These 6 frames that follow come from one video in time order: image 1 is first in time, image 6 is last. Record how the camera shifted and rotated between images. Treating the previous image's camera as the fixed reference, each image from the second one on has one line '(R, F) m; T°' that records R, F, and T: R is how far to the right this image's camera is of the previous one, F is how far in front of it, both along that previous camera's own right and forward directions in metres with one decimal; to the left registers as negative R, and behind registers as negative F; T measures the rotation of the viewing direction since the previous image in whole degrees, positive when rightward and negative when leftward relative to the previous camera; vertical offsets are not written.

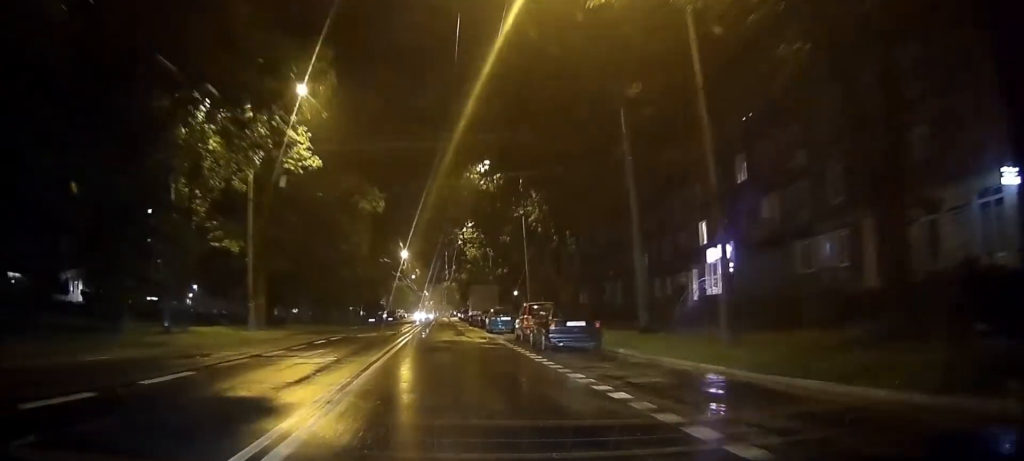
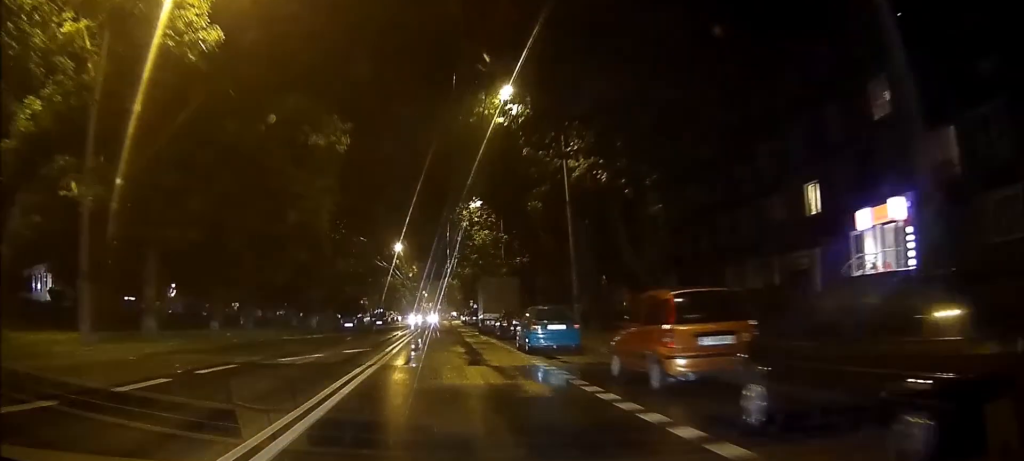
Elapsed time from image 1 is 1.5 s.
(+0.6, +17.5) m; +2°
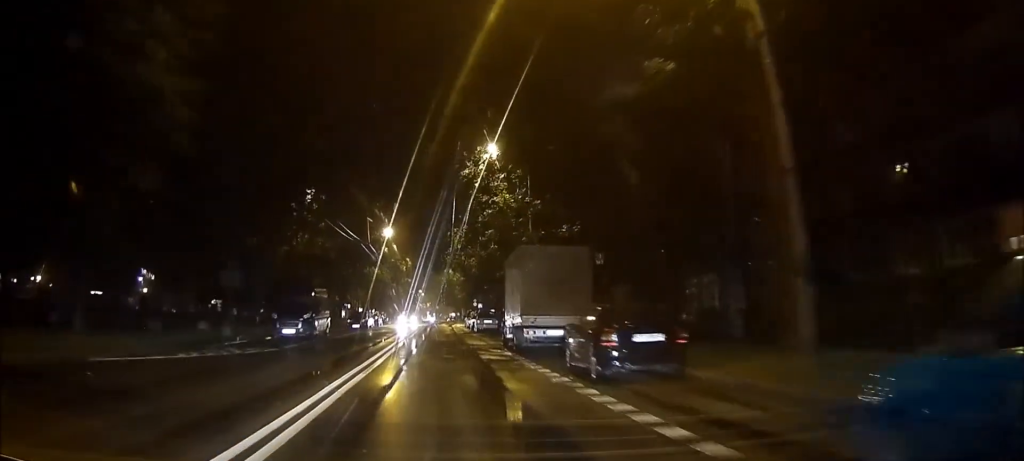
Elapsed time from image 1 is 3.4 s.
(-0.1, +20.6) m; +1°
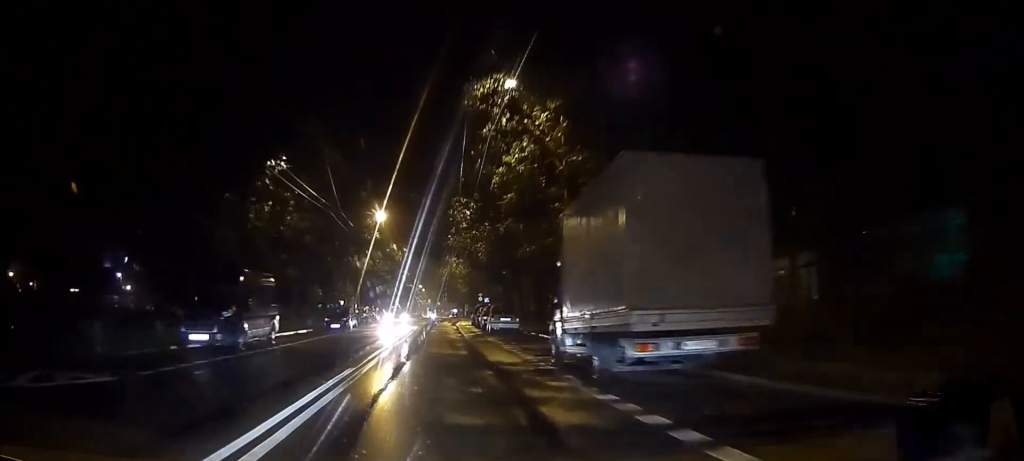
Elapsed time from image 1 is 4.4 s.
(+0.2, +11.9) m; +2°
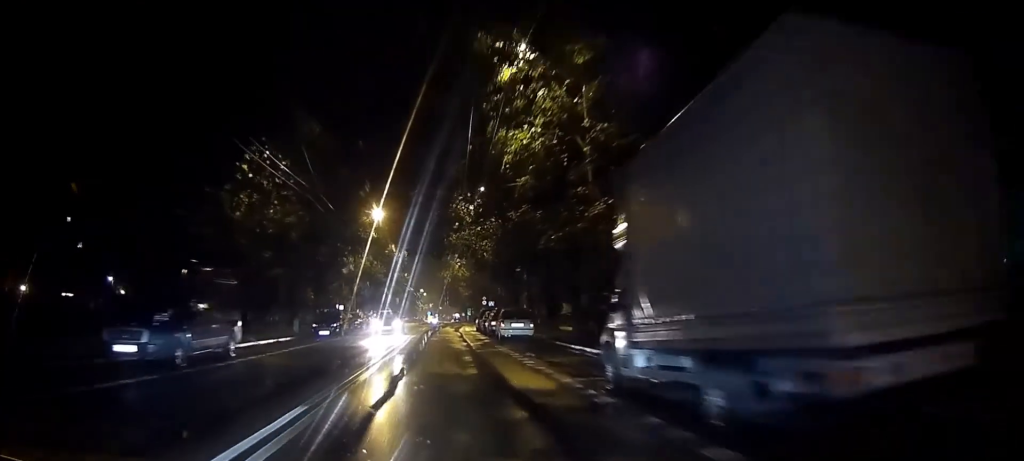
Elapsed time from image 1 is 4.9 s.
(0.0, +4.8) m; 0°
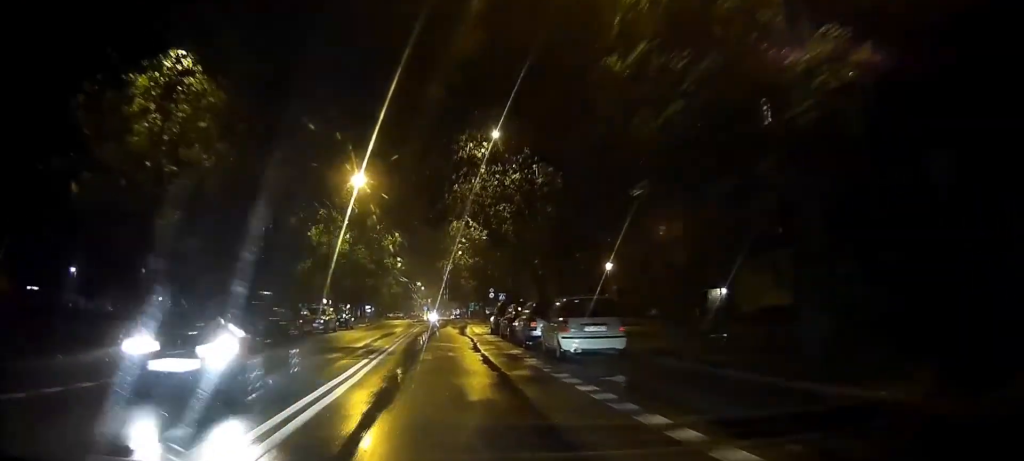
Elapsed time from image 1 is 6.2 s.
(-0.1, +15.0) m; -1°
